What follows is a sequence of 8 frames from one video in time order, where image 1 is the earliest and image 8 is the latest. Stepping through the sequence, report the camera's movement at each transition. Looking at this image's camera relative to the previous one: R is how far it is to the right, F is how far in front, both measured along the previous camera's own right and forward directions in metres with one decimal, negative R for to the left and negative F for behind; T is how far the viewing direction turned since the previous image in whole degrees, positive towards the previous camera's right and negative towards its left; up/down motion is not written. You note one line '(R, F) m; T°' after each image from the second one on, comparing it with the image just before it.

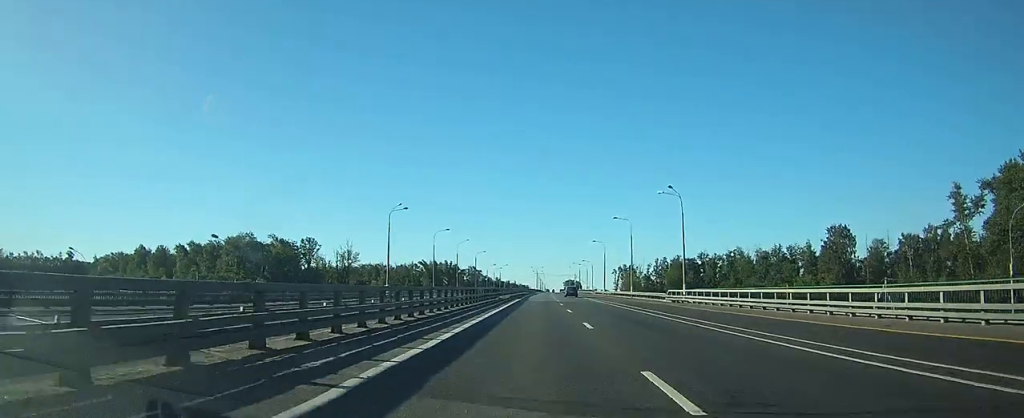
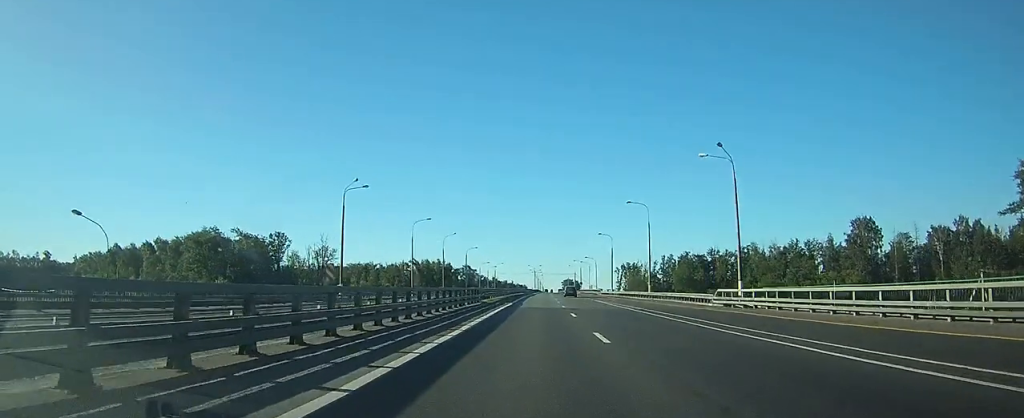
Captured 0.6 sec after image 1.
(0.0, +16.2) m; 0°
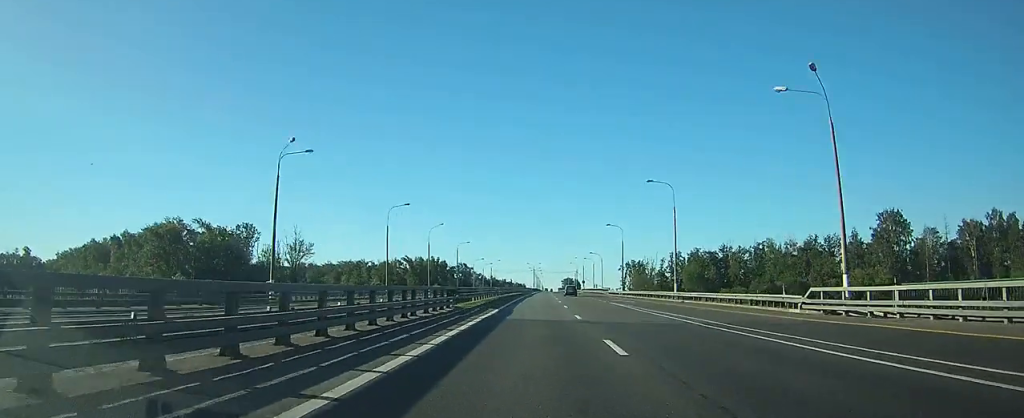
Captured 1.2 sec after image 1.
(0.0, +14.5) m; 0°
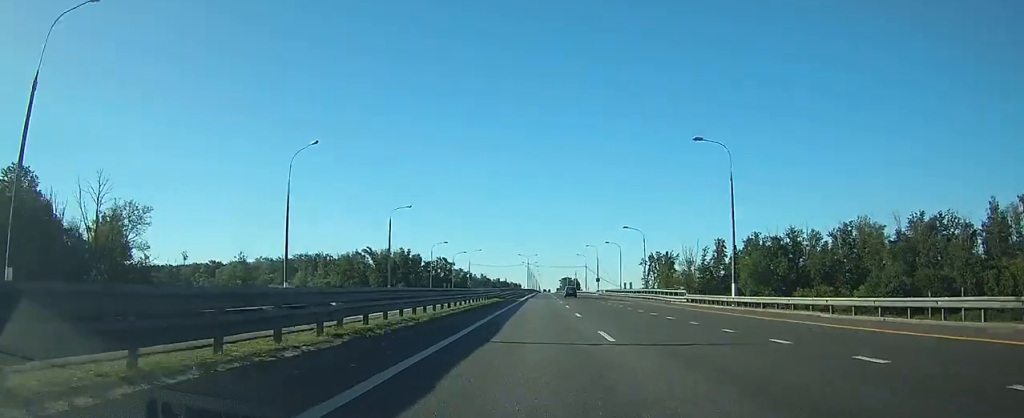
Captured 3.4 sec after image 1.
(+0.1, +56.0) m; 0°
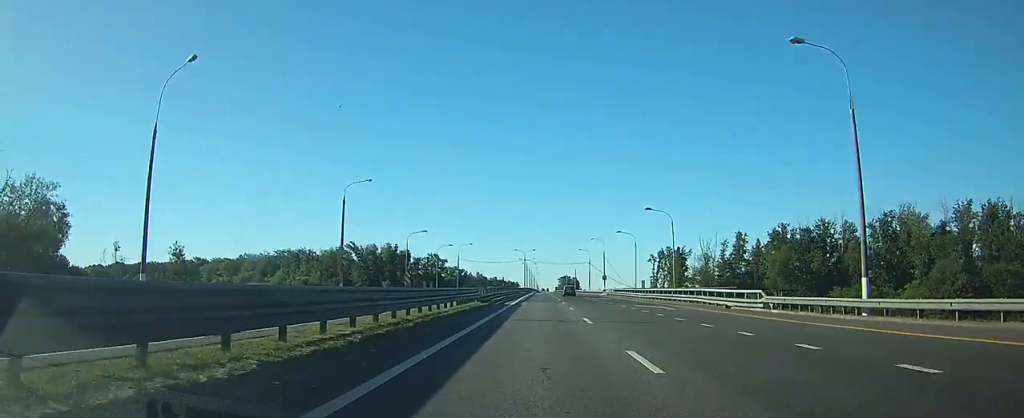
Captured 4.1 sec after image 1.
(0.0, +17.0) m; 0°
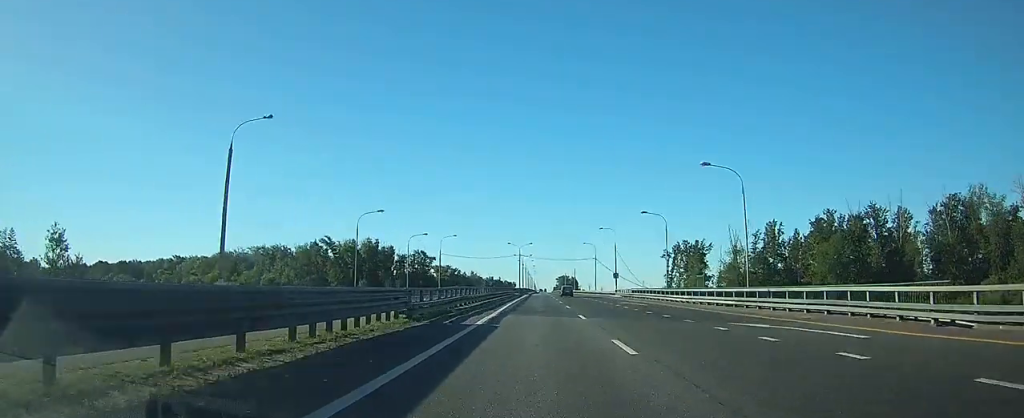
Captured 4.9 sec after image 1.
(0.0, +21.3) m; 0°
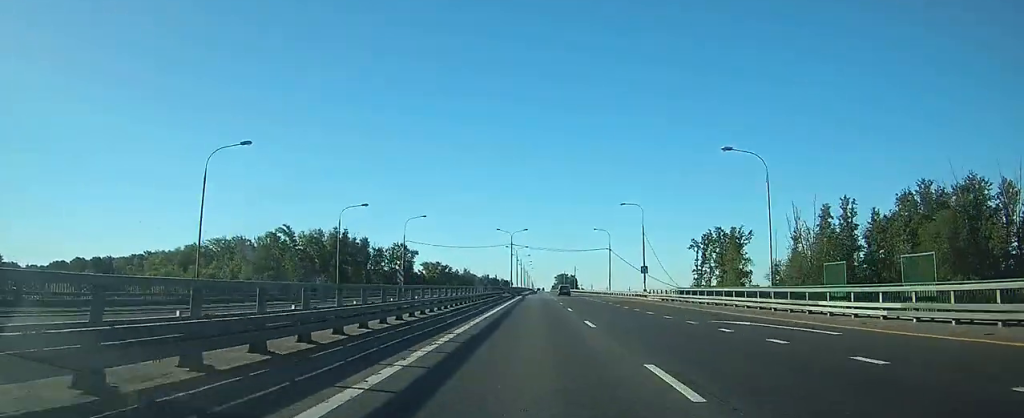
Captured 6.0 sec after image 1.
(-0.1, +28.2) m; 0°
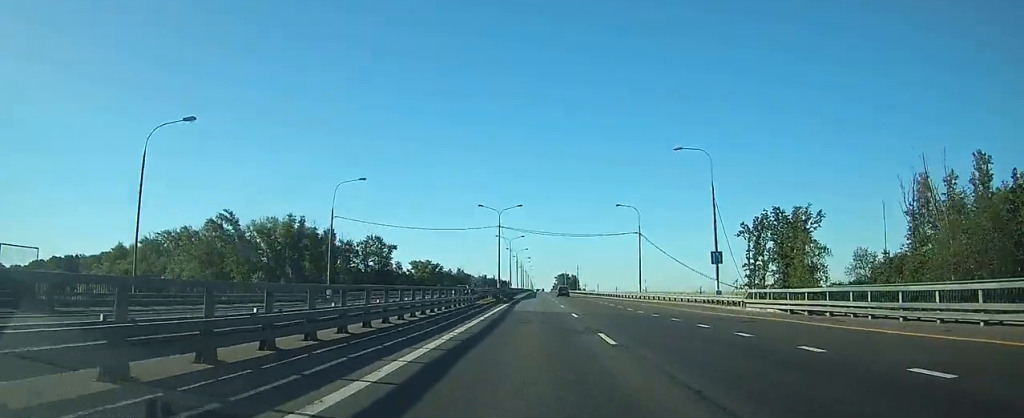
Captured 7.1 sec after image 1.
(+0.1, +29.1) m; 0°
